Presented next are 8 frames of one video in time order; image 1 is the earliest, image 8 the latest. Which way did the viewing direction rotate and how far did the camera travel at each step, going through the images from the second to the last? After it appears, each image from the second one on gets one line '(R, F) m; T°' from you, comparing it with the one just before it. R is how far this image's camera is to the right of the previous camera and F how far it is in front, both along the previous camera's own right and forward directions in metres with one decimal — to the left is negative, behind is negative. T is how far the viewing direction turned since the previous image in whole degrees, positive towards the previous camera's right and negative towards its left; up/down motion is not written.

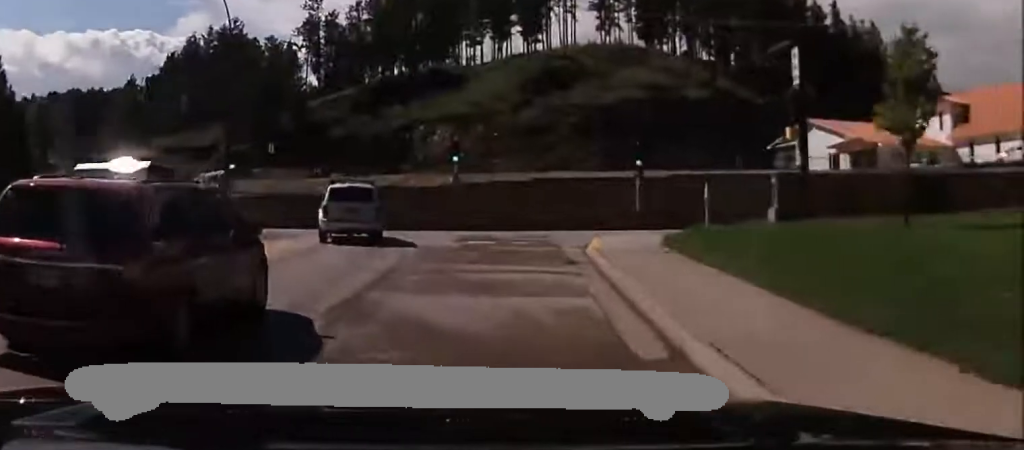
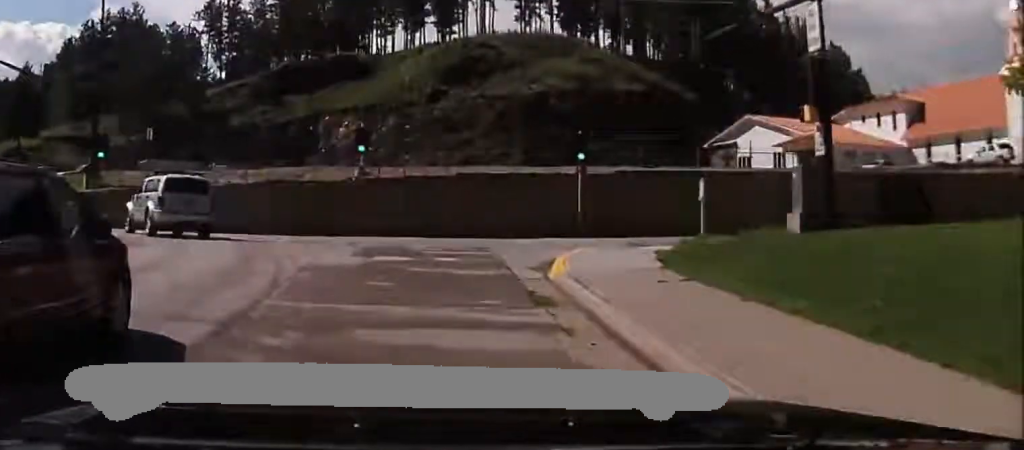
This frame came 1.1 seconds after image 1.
(+0.5, +6.4) m; +10°
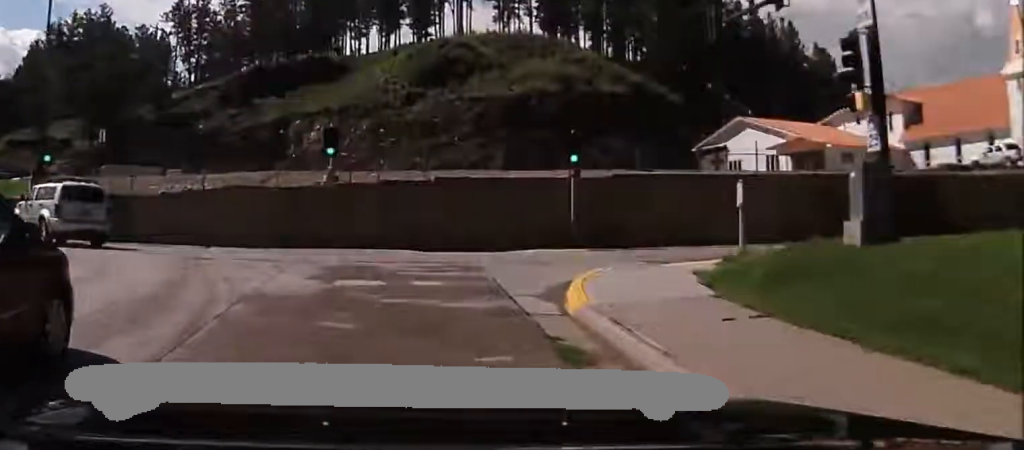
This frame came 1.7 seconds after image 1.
(+0.2, +3.5) m; +5°
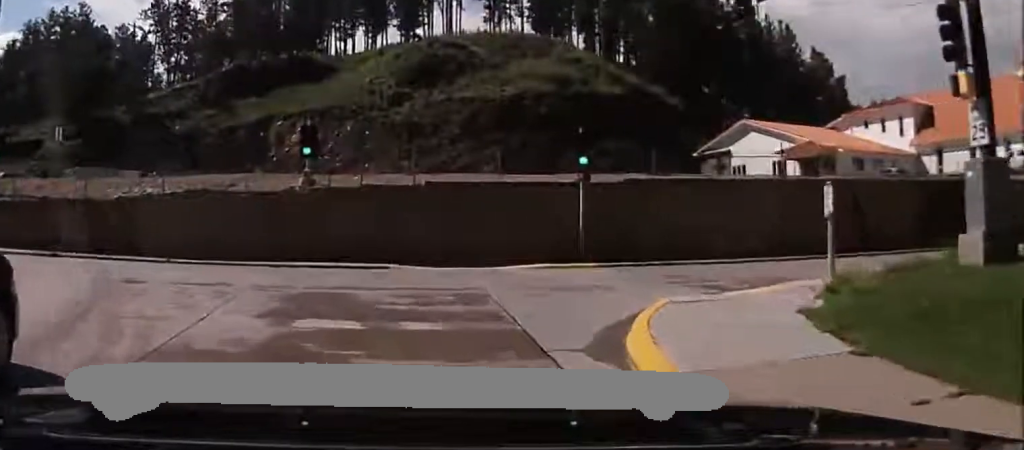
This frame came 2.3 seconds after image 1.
(+0.2, +4.2) m; +5°
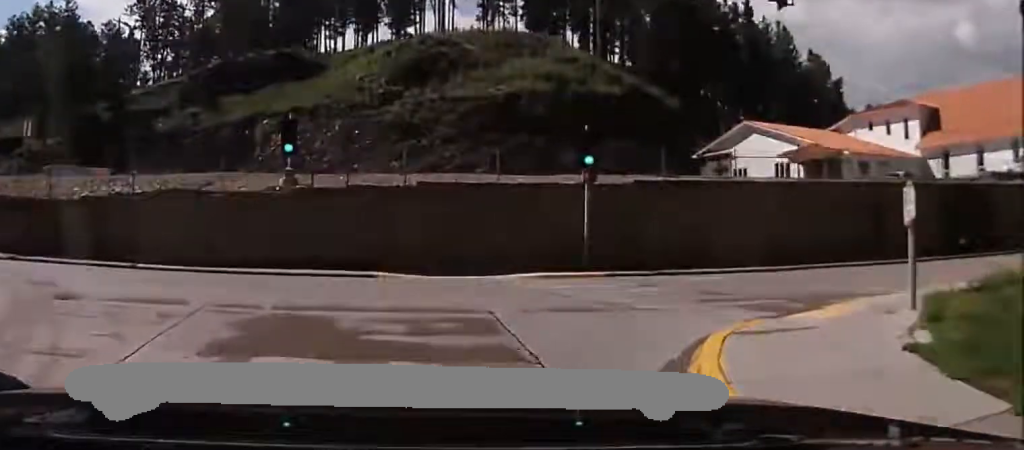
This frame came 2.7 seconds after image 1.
(+0.1, +2.7) m; +1°
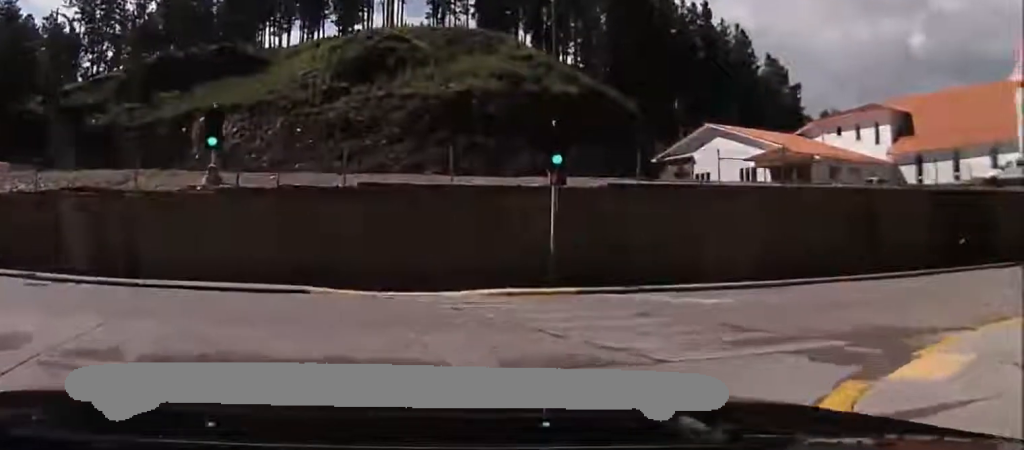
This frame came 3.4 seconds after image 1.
(+0.2, +4.3) m; +1°
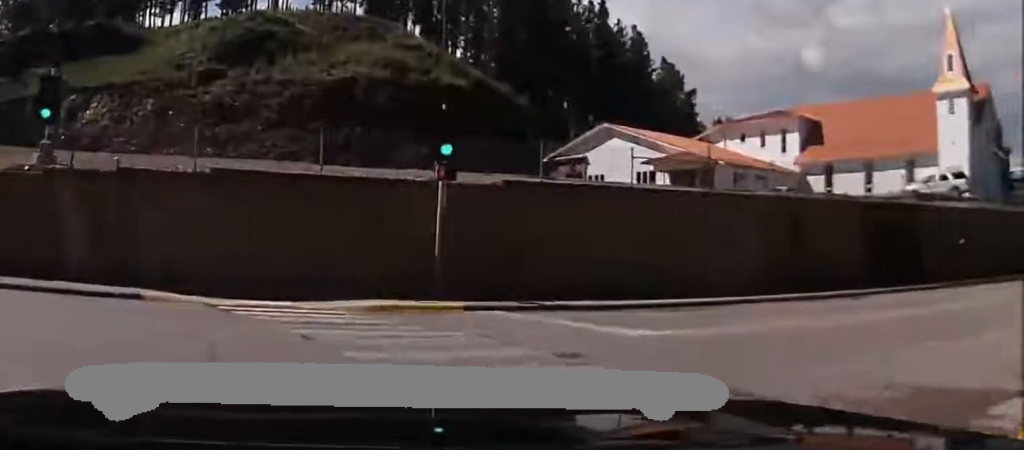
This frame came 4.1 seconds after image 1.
(-0.1, +4.6) m; +5°
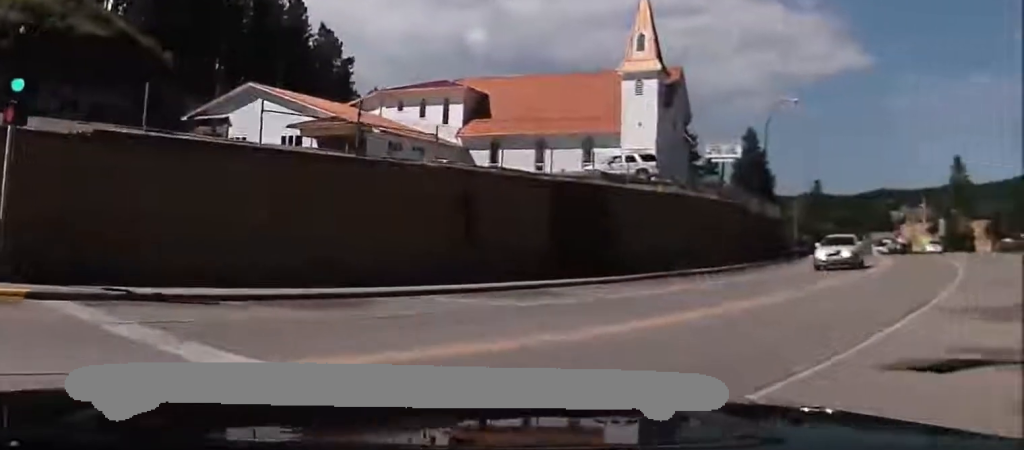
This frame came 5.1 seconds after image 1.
(+0.6, +5.9) m; +19°
